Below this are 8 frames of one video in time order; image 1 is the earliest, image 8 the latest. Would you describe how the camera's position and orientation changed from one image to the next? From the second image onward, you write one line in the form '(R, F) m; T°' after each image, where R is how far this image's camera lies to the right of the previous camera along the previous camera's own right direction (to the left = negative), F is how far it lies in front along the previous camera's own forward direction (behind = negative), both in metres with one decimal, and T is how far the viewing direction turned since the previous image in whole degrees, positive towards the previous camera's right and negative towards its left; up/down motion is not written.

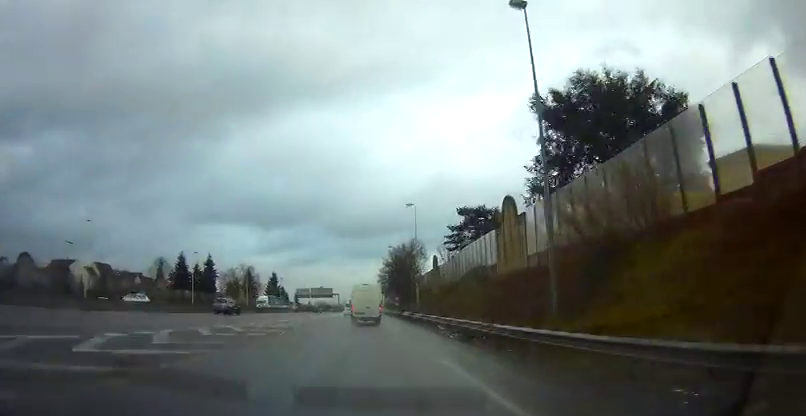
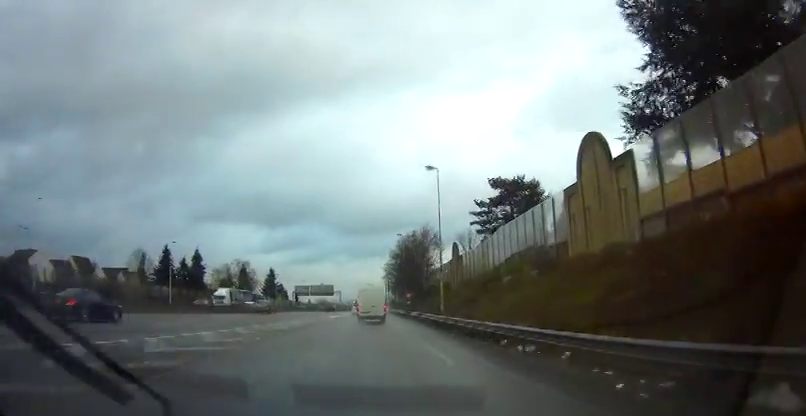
(0.0, +14.0) m; 0°
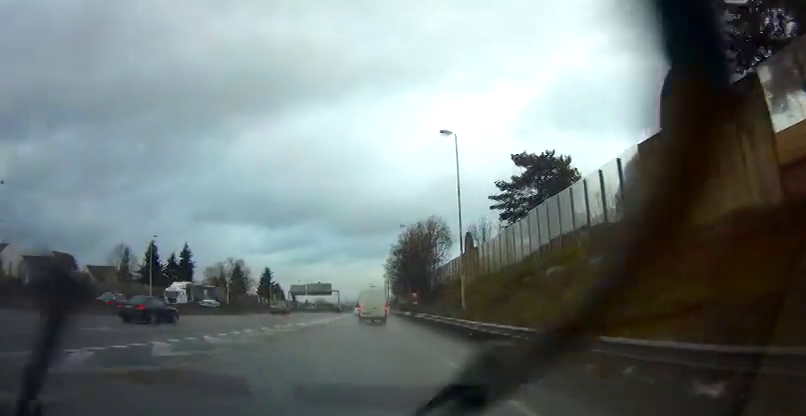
(0.0, +8.2) m; 0°
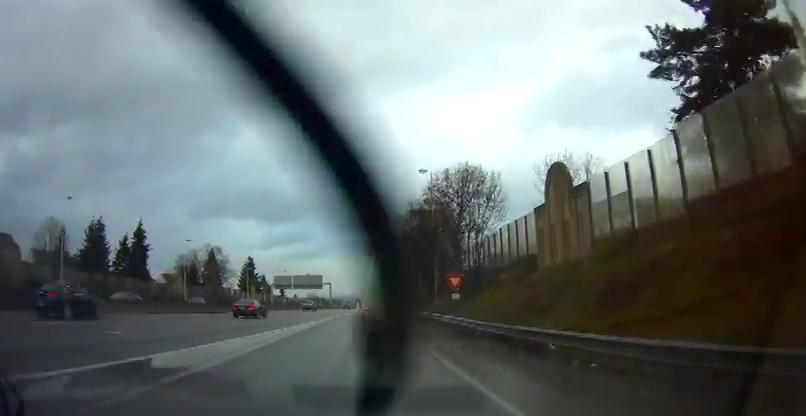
(-0.1, +24.9) m; -1°
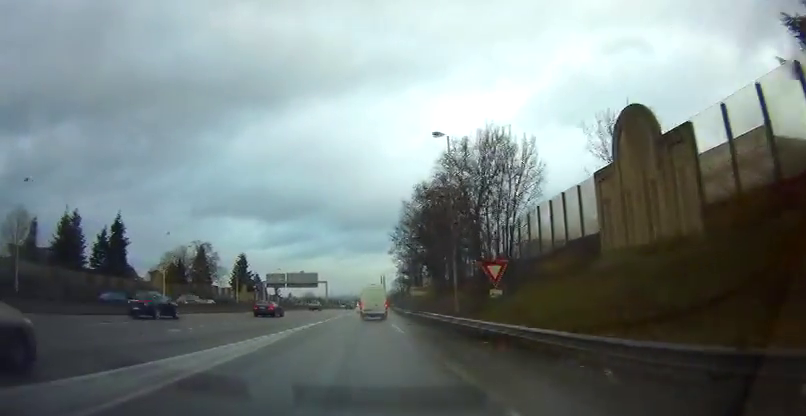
(-0.1, +9.0) m; 0°
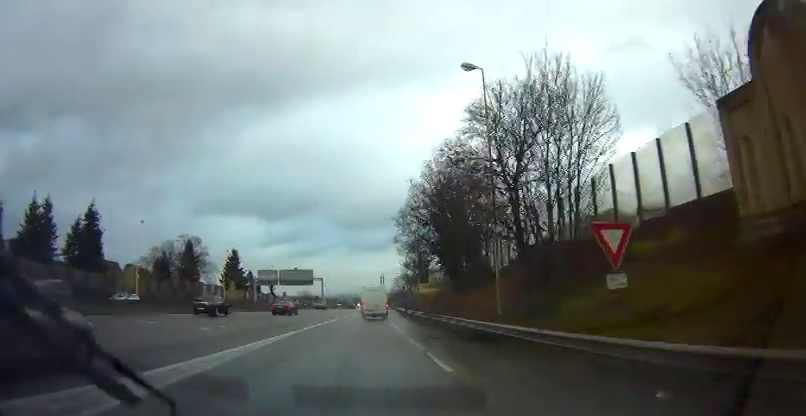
(-0.1, +9.8) m; +1°
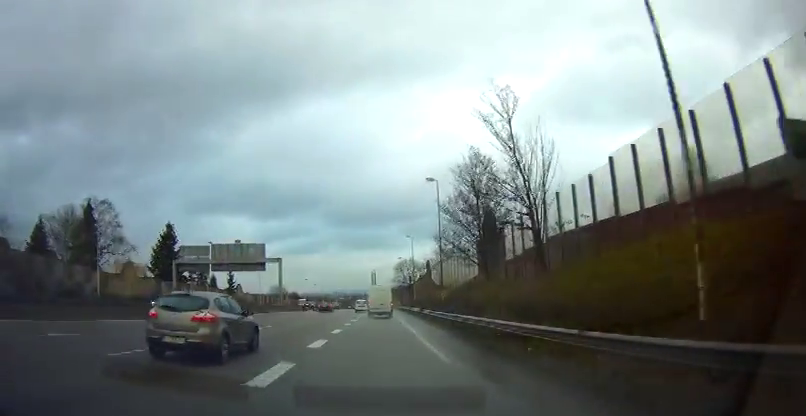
(+0.9, +49.6) m; +1°
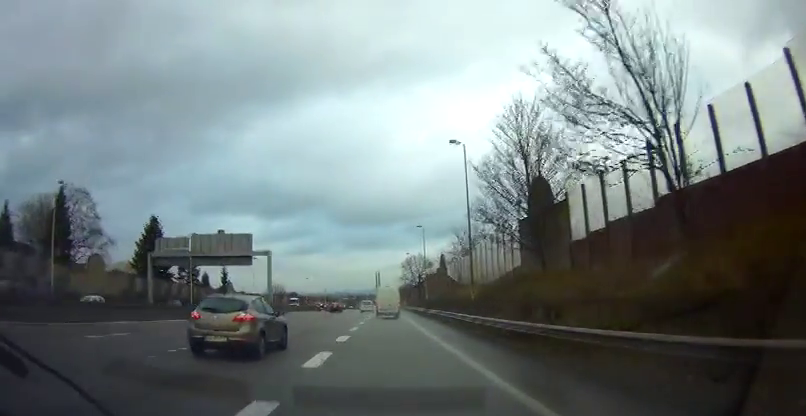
(0.0, +10.8) m; 0°
